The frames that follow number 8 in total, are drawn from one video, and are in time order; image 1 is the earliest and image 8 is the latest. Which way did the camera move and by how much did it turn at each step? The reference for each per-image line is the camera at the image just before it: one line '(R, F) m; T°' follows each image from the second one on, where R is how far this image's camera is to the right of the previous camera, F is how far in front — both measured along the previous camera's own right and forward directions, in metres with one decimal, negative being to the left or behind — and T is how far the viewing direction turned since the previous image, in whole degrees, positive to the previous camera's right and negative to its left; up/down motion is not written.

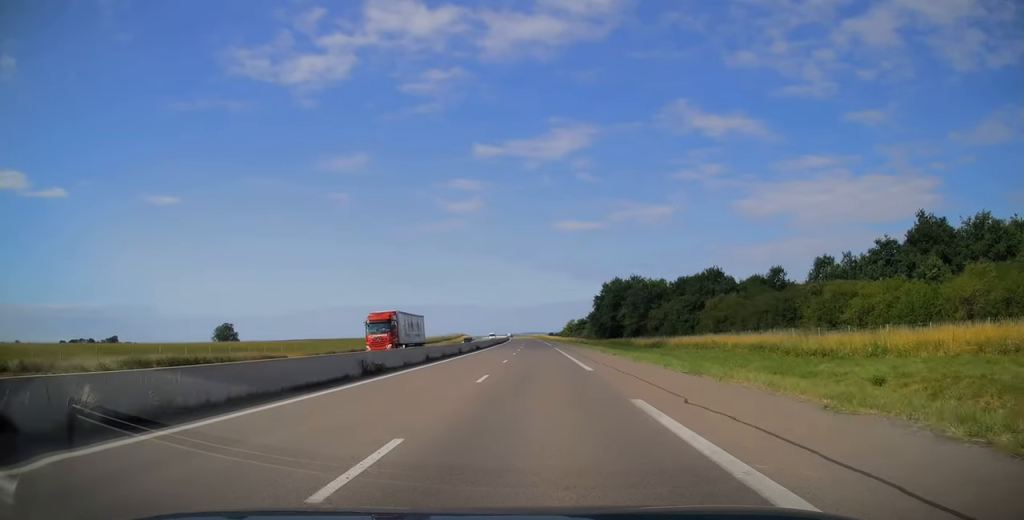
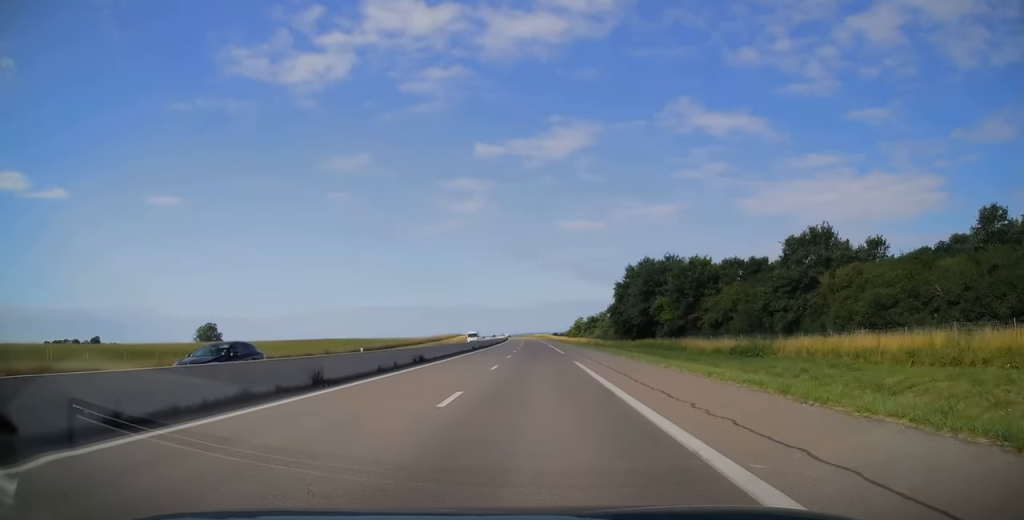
(0.0, +32.8) m; 0°
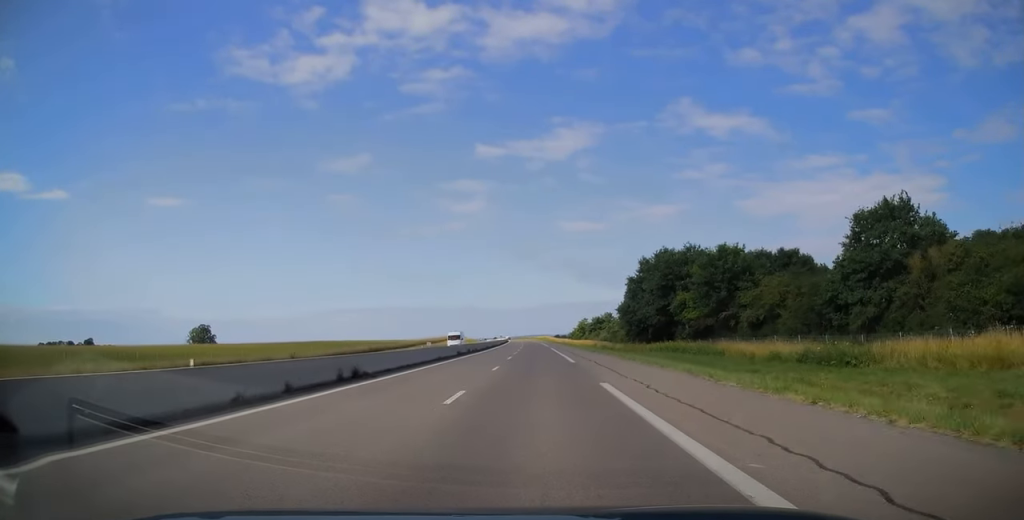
(0.0, +12.4) m; 0°
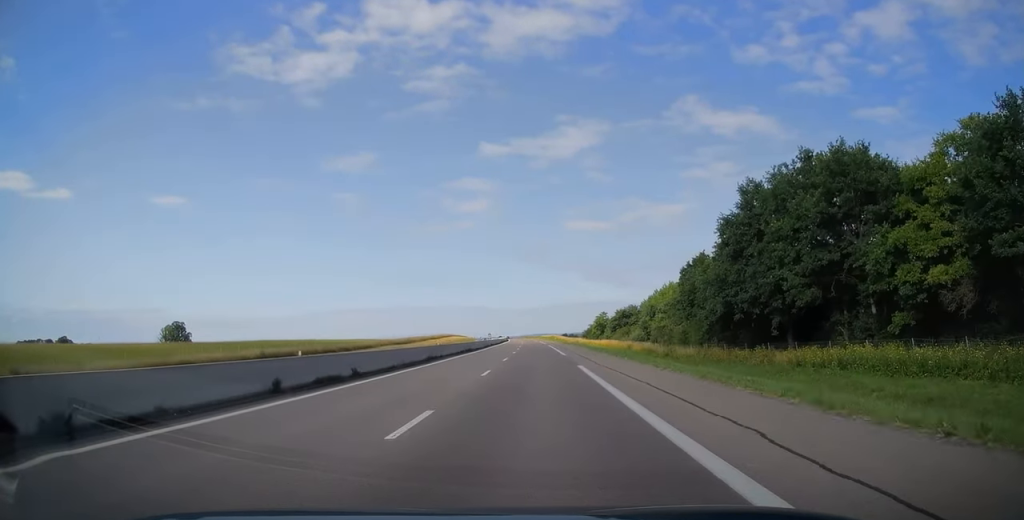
(-0.5, +43.8) m; -1°
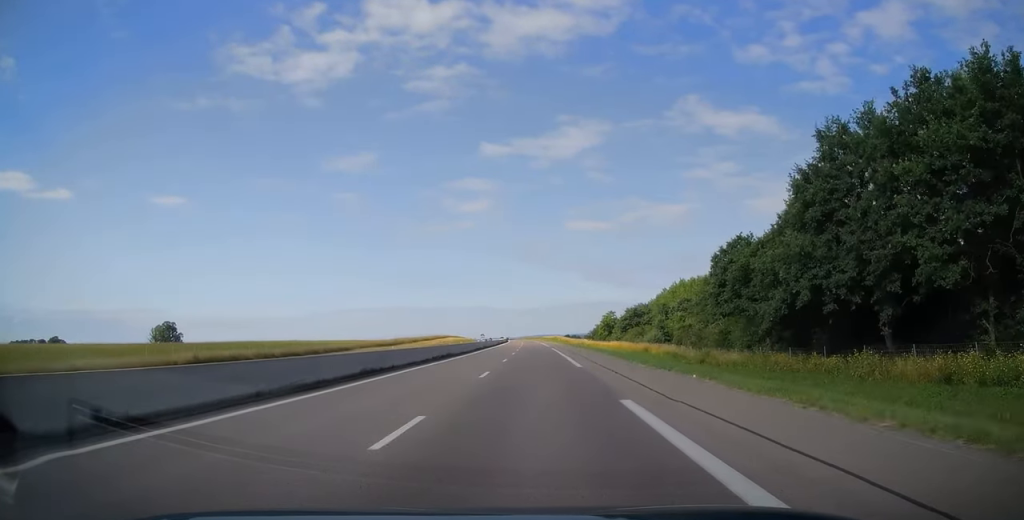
(0.0, +13.7) m; 0°
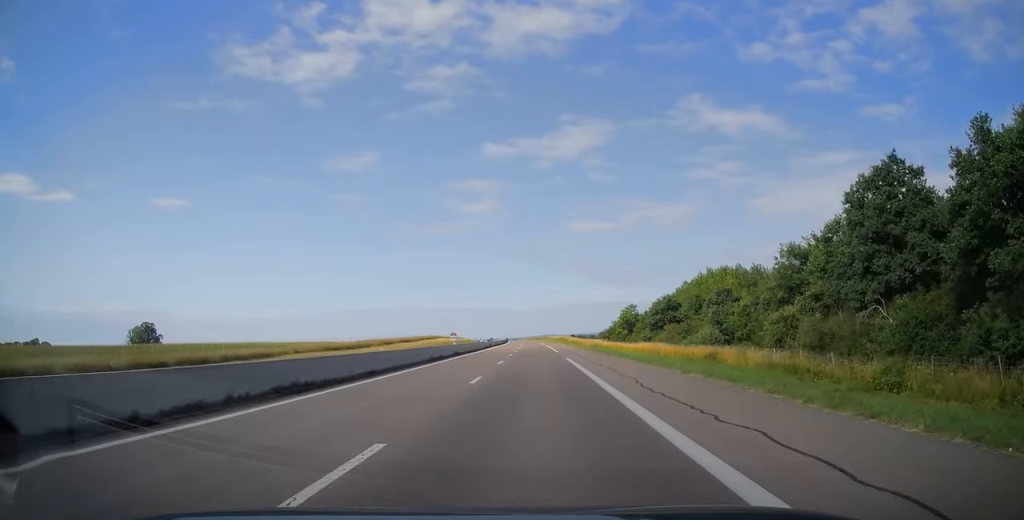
(0.0, +28.9) m; 0°
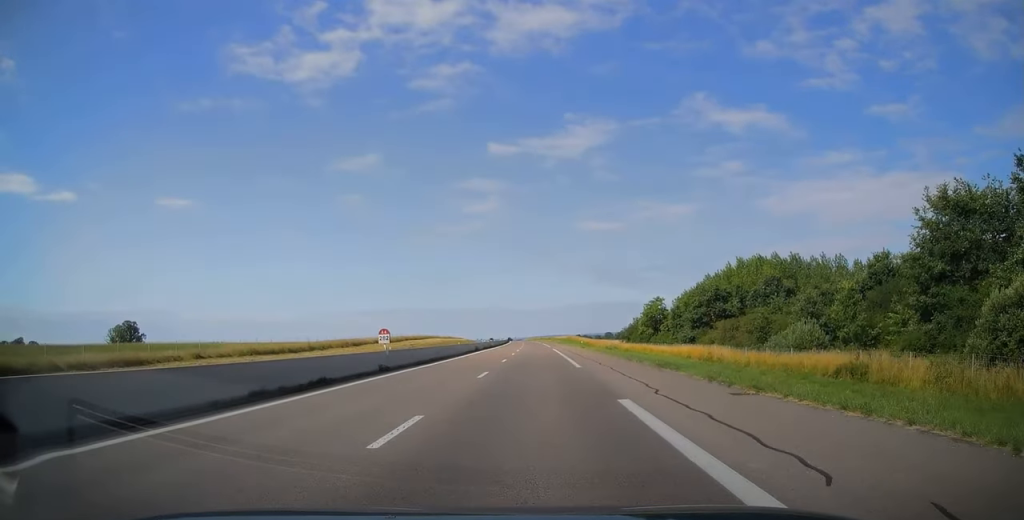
(+0.1, +23.5) m; -1°
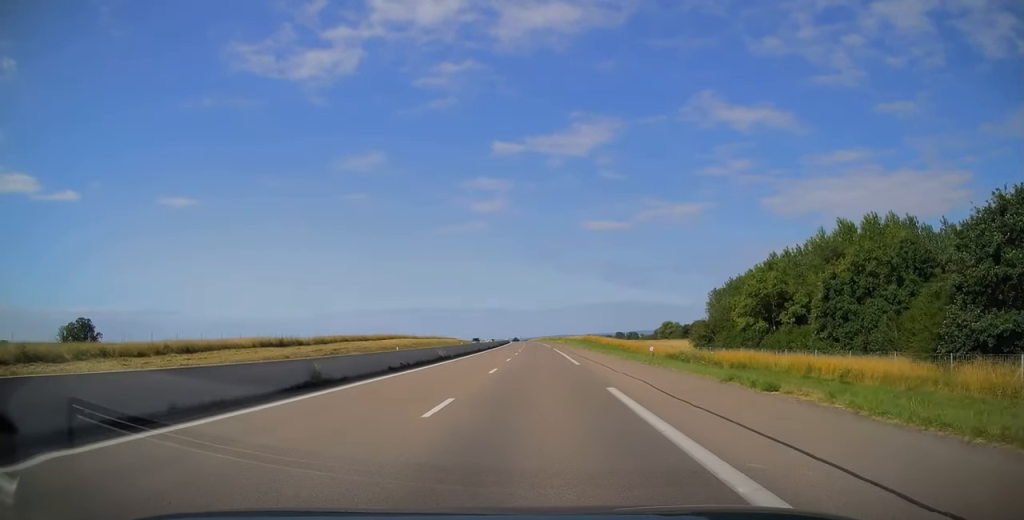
(-0.6, +48.9) m; 0°
